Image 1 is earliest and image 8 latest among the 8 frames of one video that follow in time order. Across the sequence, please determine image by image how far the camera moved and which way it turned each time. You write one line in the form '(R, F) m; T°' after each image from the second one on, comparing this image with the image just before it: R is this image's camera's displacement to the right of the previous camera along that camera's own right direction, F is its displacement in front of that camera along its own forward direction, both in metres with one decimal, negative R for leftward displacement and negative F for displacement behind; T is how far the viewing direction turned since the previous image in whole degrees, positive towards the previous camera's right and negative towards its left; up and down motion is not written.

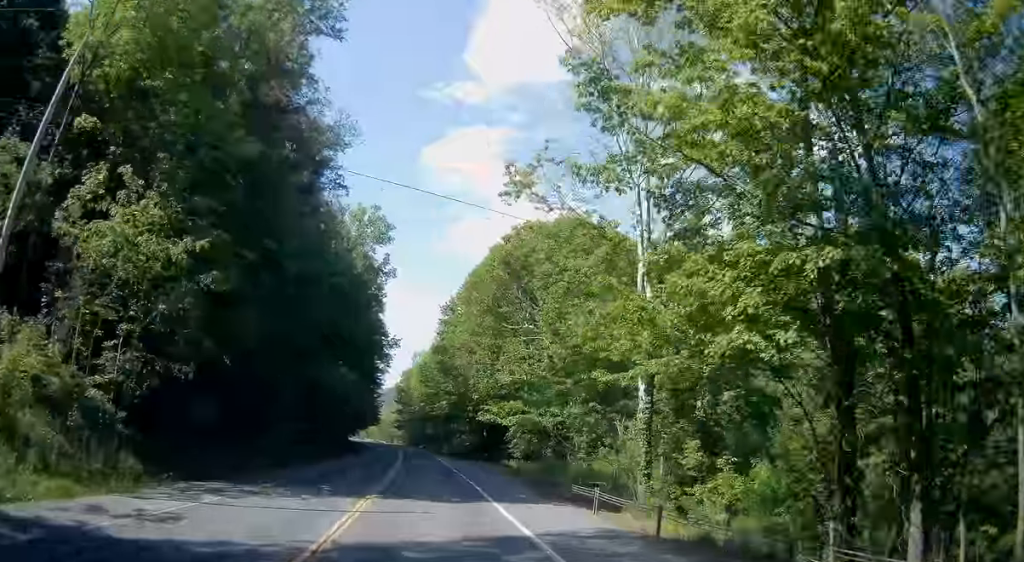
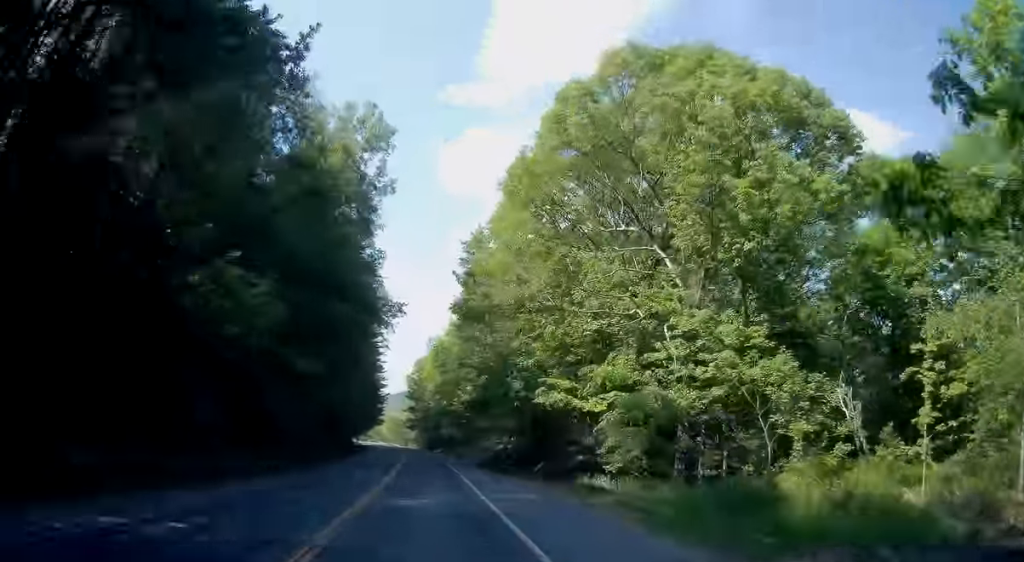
(-0.2, +28.1) m; -1°
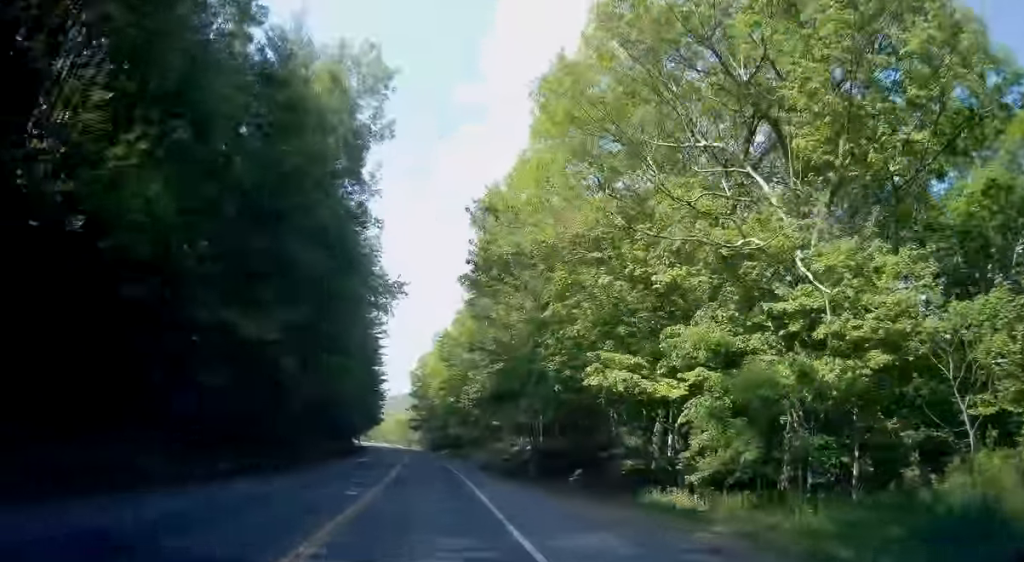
(+0.1, +10.2) m; 0°
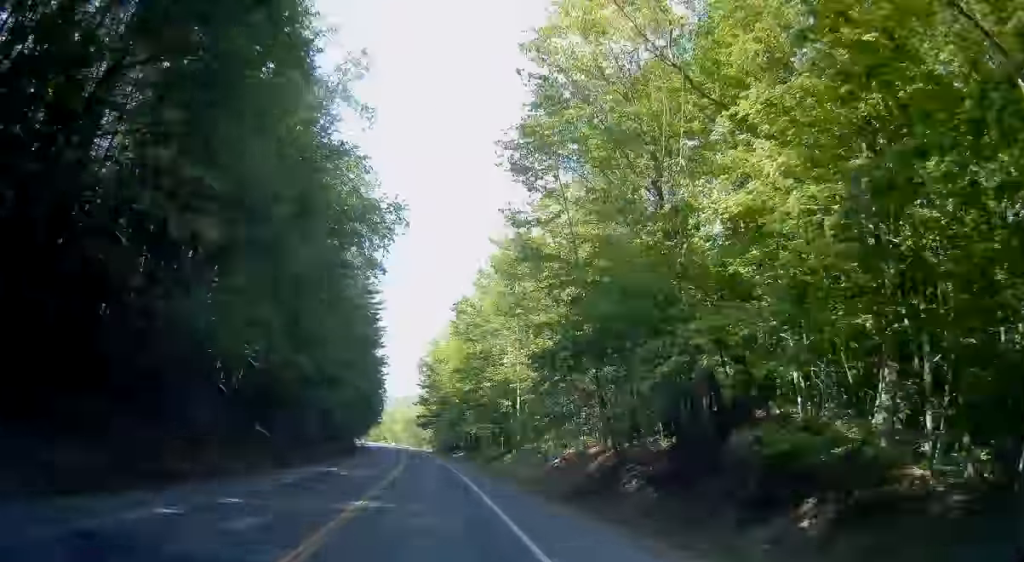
(-0.2, +21.1) m; -1°
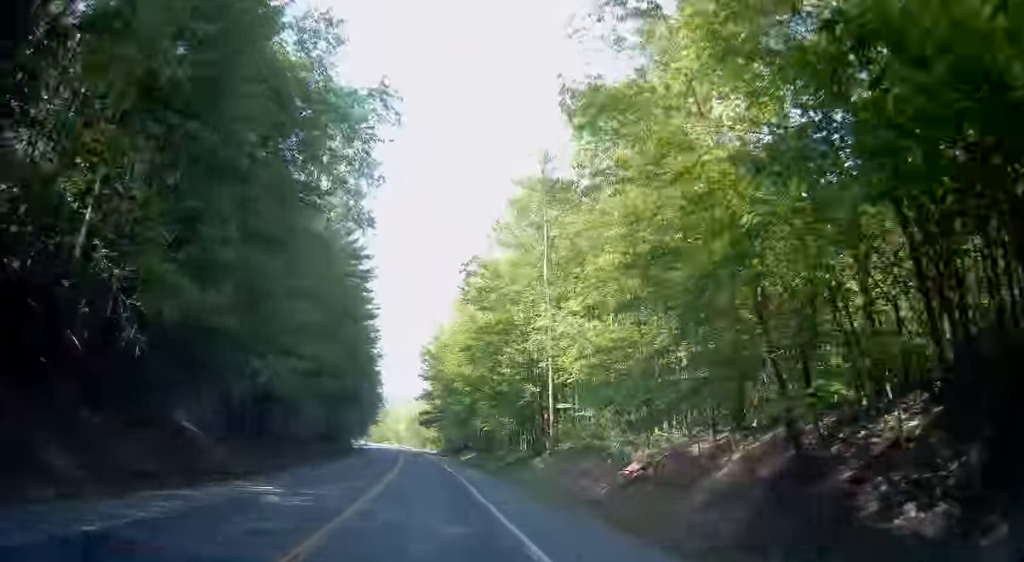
(-0.1, +15.2) m; -1°
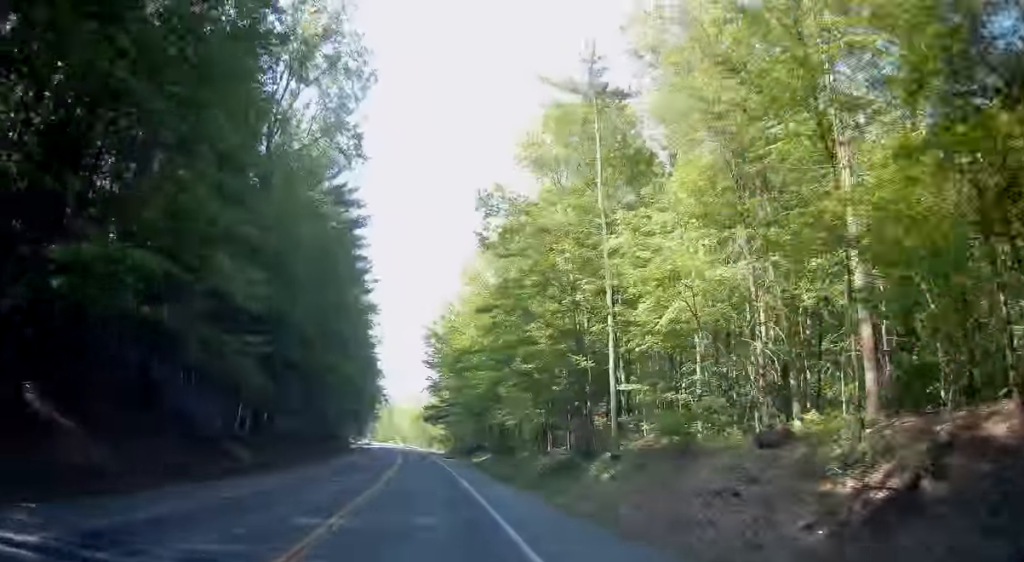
(0.0, +14.3) m; -1°
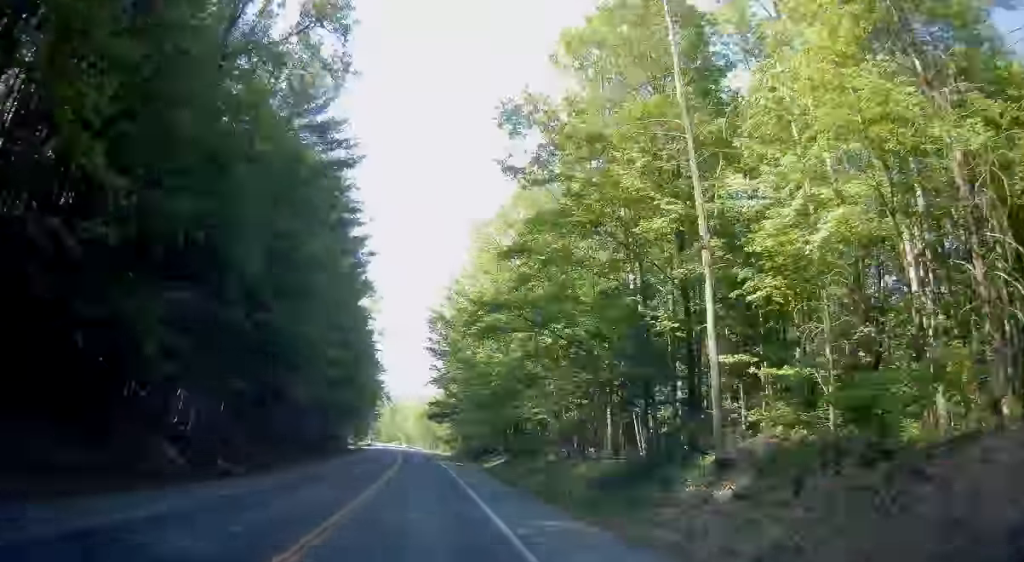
(-0.1, +10.9) m; -1°
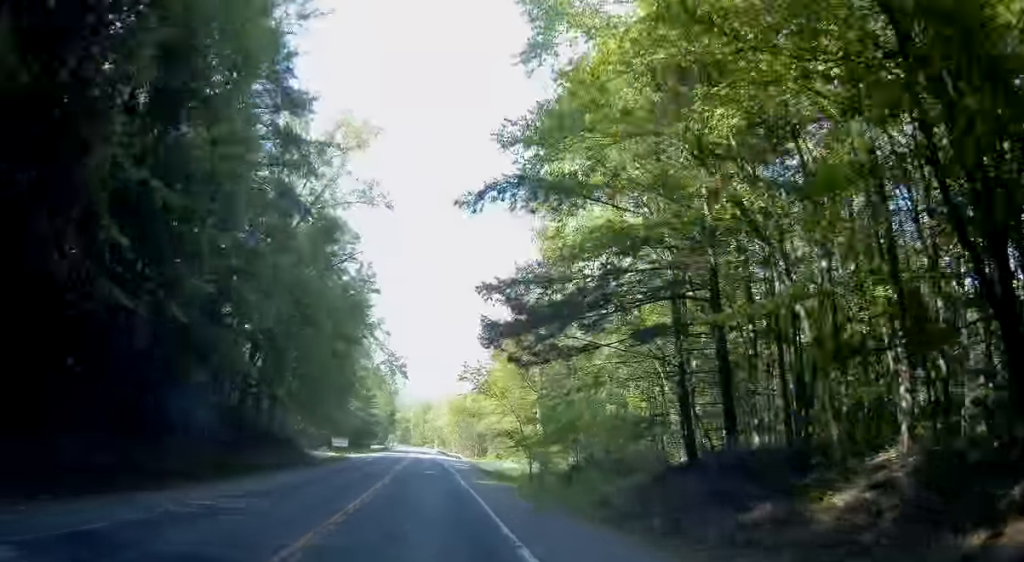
(-2.0, +60.6) m; -4°
